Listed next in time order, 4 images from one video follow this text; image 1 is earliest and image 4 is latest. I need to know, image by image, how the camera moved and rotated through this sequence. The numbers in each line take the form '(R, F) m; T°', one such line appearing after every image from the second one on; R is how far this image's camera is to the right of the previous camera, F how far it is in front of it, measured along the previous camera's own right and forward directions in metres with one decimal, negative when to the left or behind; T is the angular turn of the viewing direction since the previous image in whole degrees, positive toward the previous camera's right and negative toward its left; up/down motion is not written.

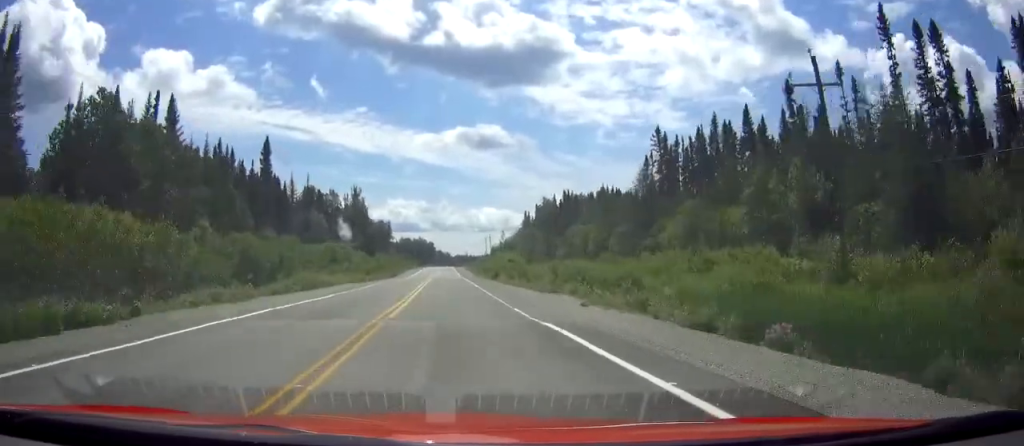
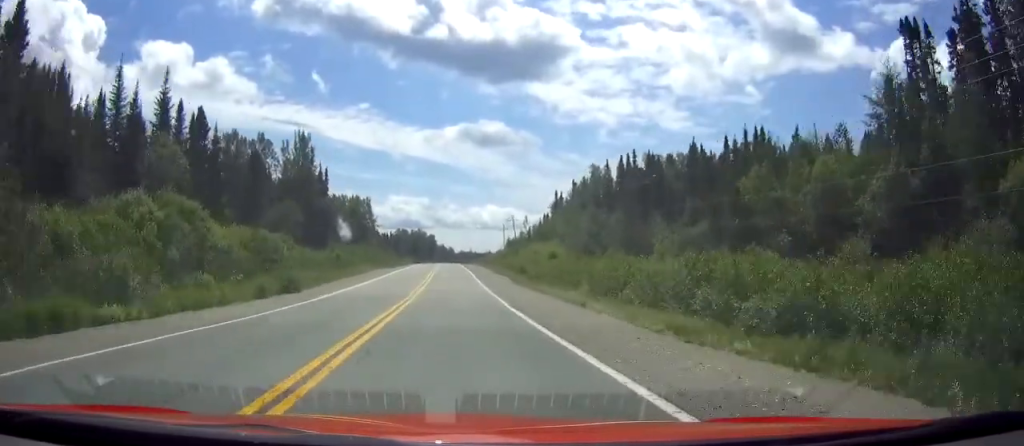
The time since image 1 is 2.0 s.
(-0.1, +65.0) m; 0°
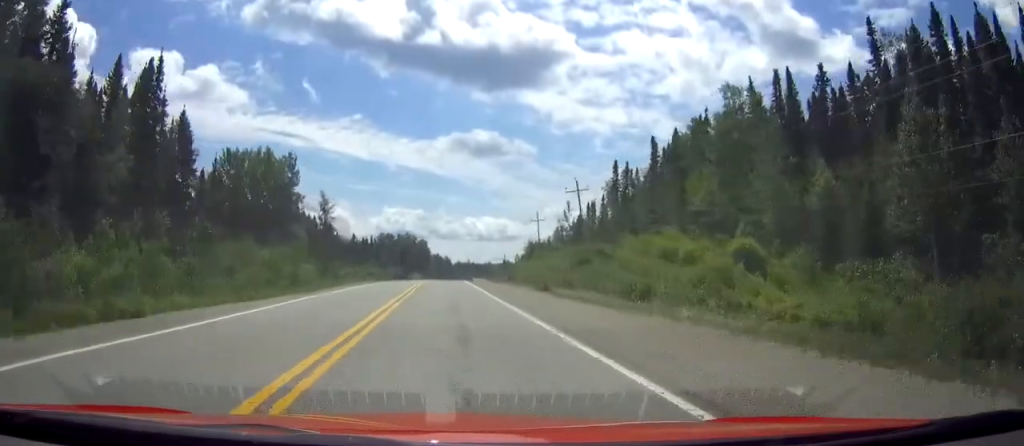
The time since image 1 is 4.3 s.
(+0.1, +72.7) m; 0°
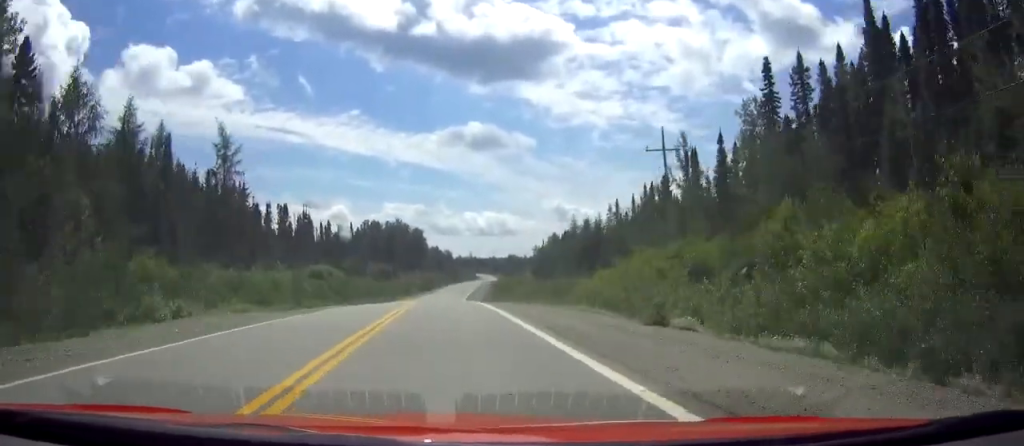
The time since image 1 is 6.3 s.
(+0.1, +60.5) m; 0°
